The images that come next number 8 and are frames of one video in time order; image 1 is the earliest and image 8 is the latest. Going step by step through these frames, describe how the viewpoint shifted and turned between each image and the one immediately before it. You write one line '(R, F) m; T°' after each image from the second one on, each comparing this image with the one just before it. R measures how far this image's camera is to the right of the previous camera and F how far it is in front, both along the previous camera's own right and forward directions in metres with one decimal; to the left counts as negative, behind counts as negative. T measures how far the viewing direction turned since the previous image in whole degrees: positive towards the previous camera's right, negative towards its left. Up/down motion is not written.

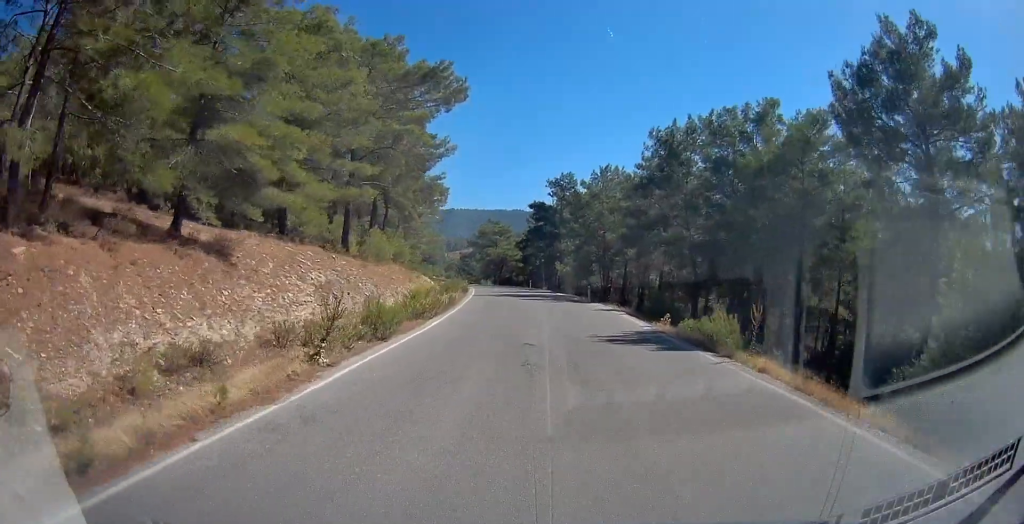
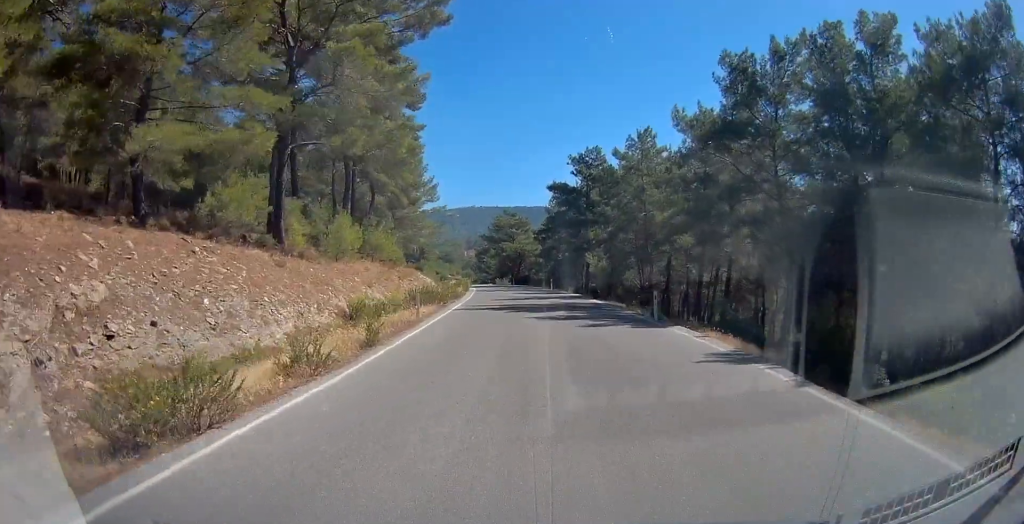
(-0.1, +13.9) m; -1°
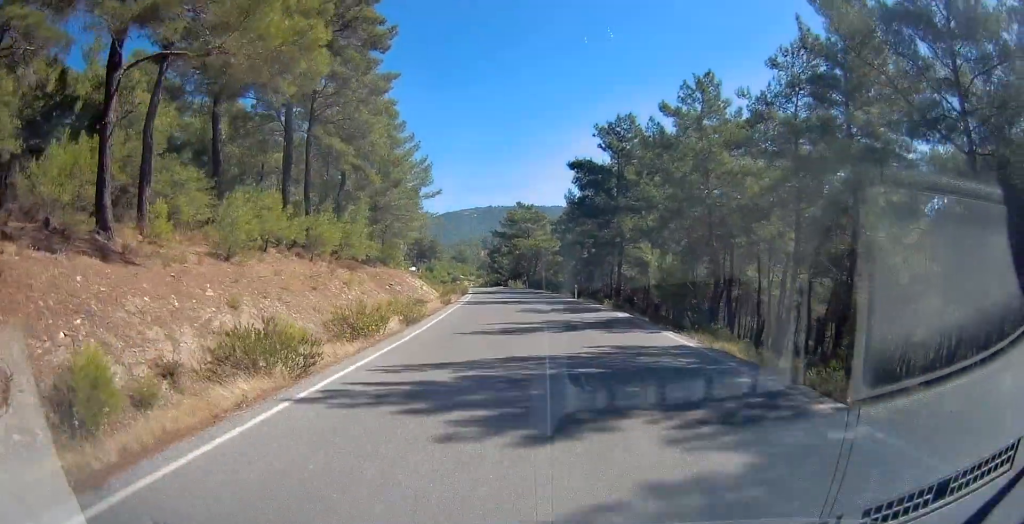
(-0.2, +14.0) m; -1°
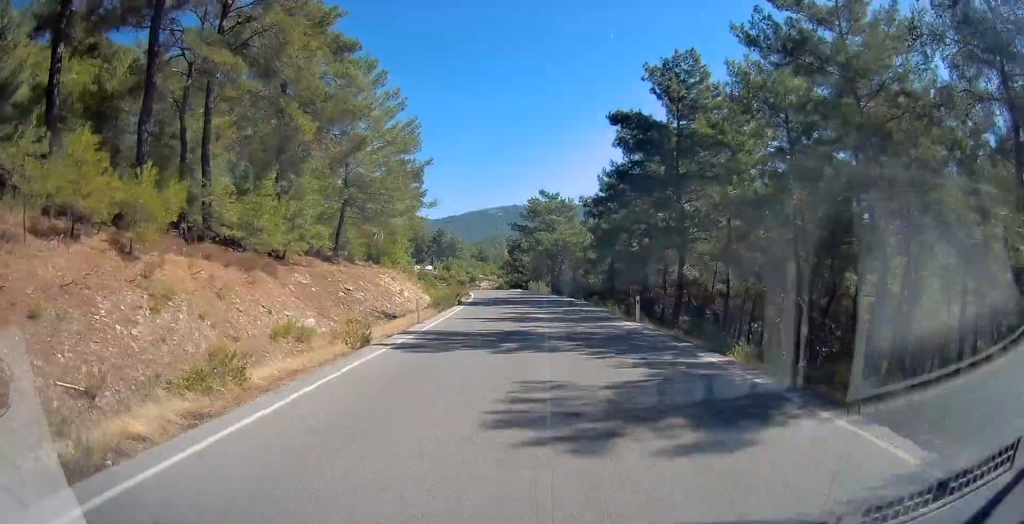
(-0.3, +15.5) m; -3°
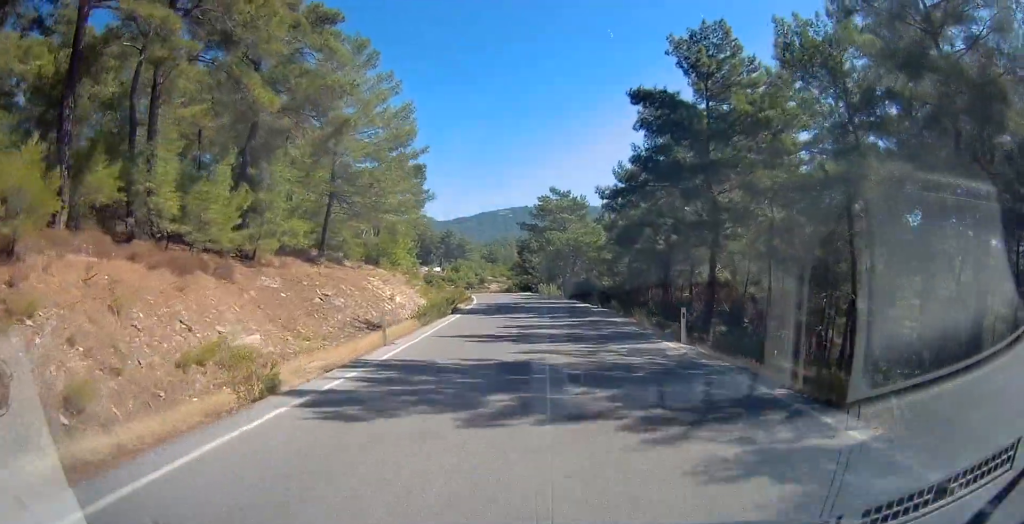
(-0.2, +4.8) m; -1°
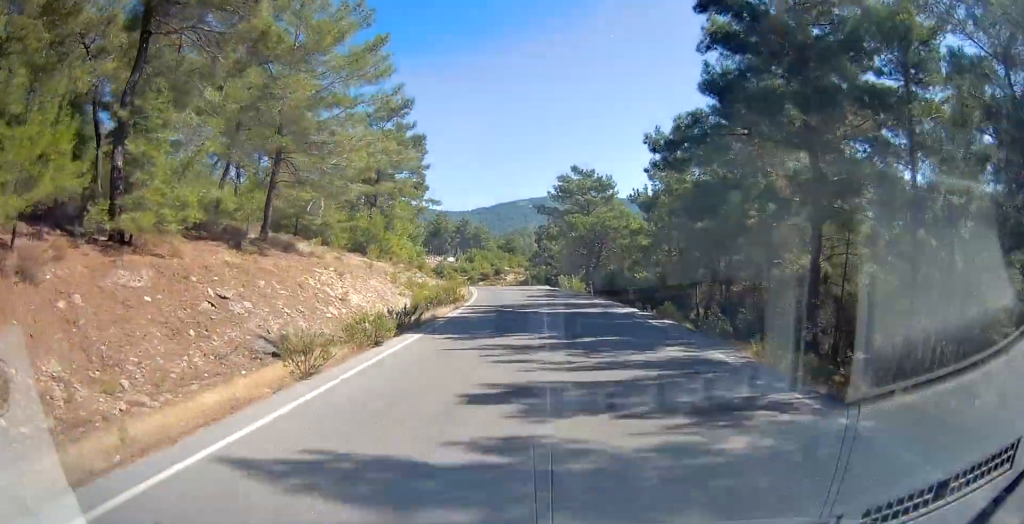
(-0.2, +10.7) m; -2°
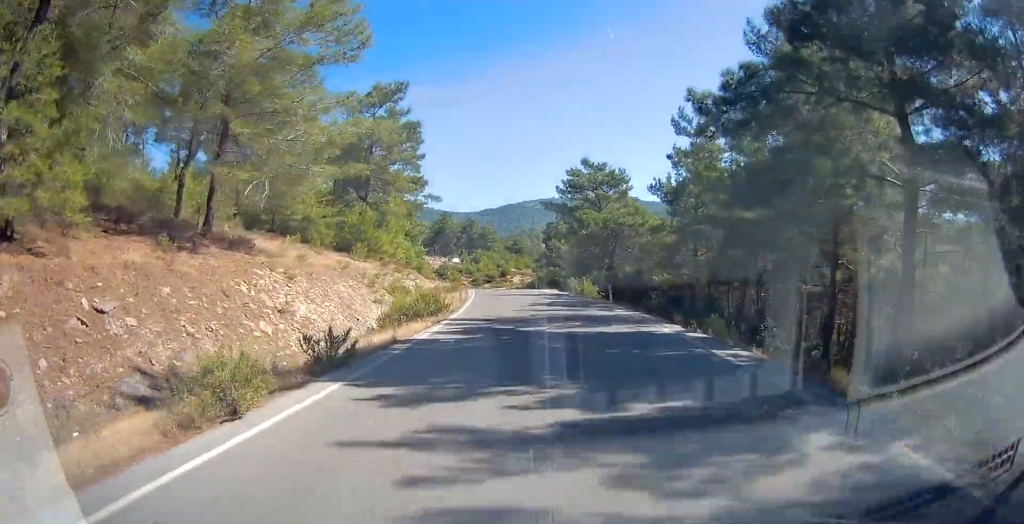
(0.0, +5.9) m; -1°
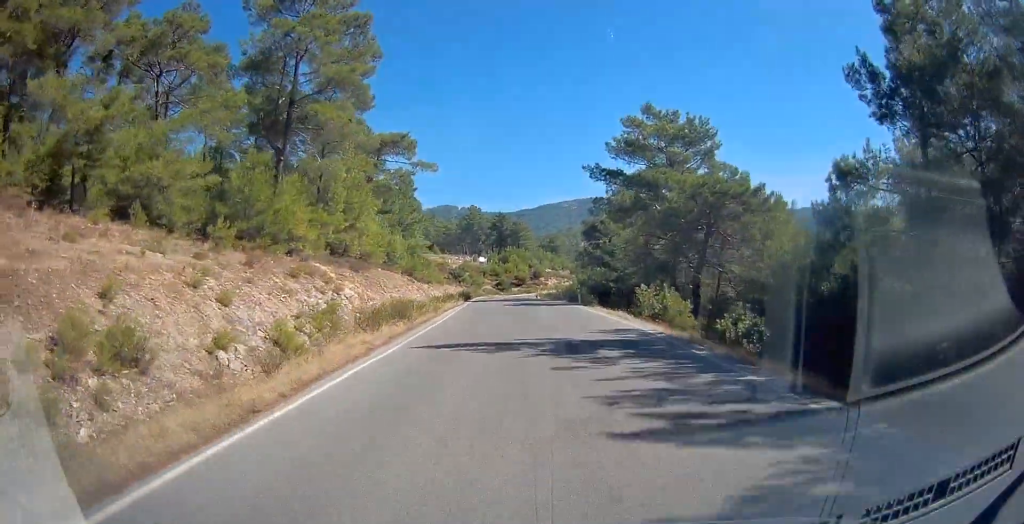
(-0.9, +24.4) m; -4°
